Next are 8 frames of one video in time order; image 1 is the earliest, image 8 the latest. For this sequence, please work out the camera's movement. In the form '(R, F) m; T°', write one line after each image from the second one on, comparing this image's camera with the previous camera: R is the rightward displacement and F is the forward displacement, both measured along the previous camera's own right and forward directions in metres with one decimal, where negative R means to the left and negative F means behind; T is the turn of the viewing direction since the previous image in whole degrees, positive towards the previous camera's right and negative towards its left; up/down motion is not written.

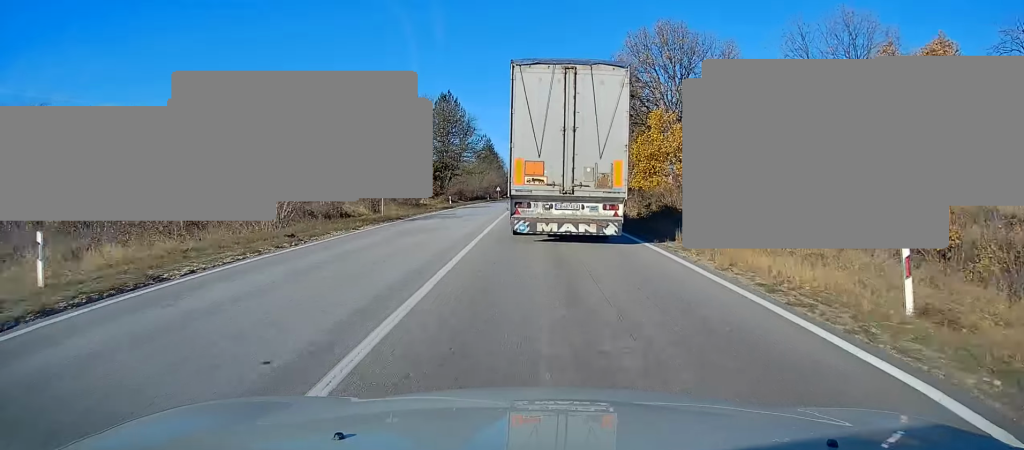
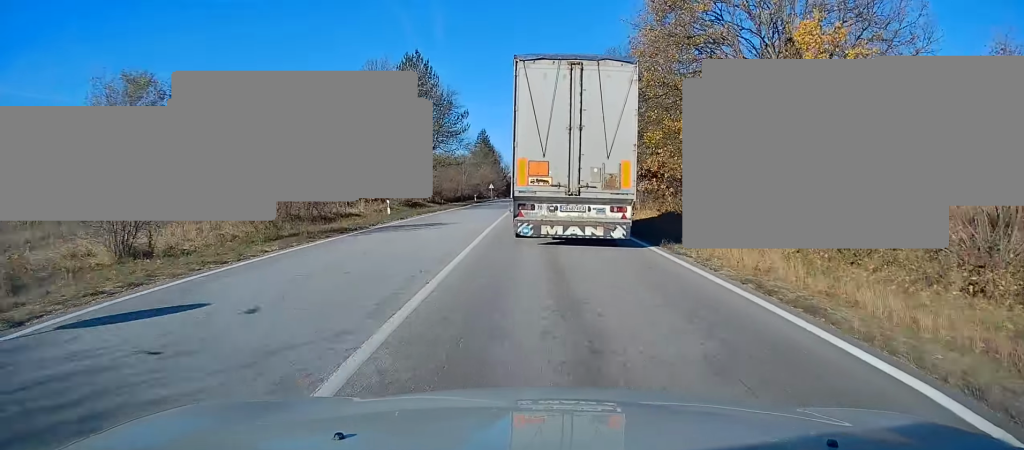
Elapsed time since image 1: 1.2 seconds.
(-0.4, +25.3) m; -1°
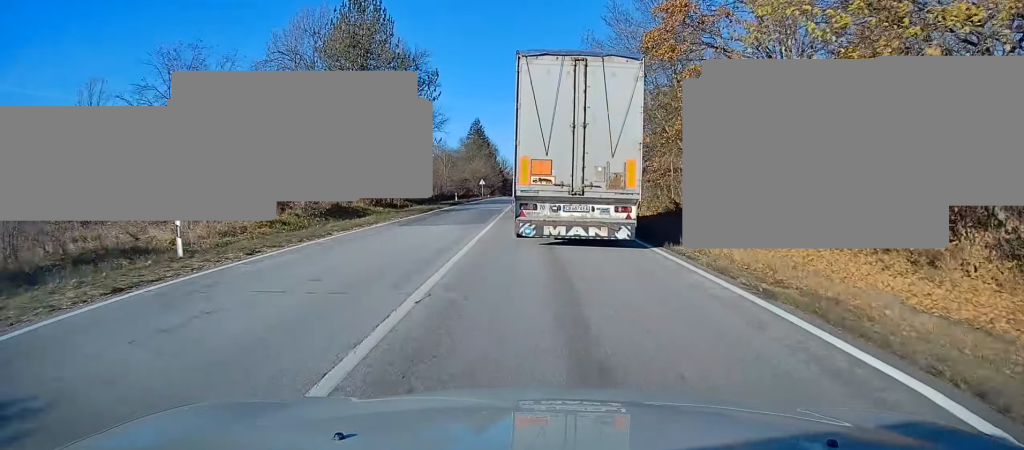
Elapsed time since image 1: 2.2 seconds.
(0.0, +20.3) m; +1°
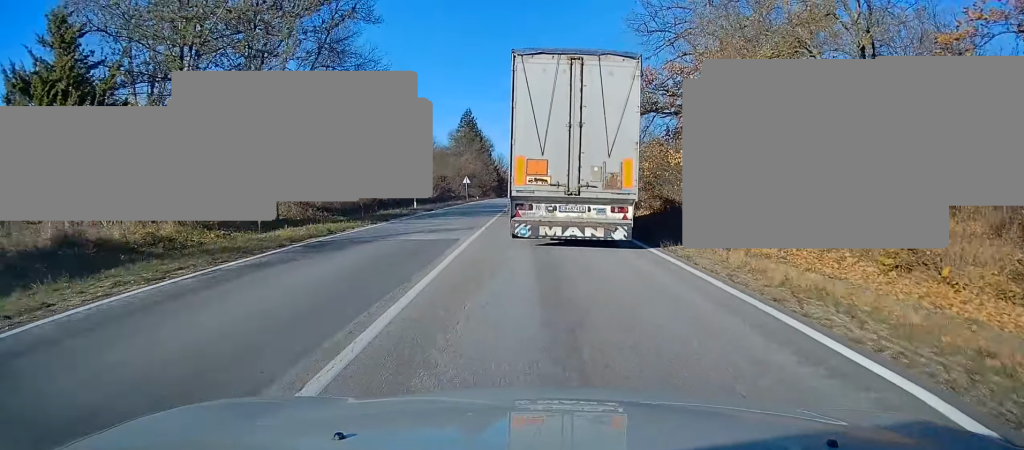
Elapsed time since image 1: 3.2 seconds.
(+0.3, +21.5) m; 0°
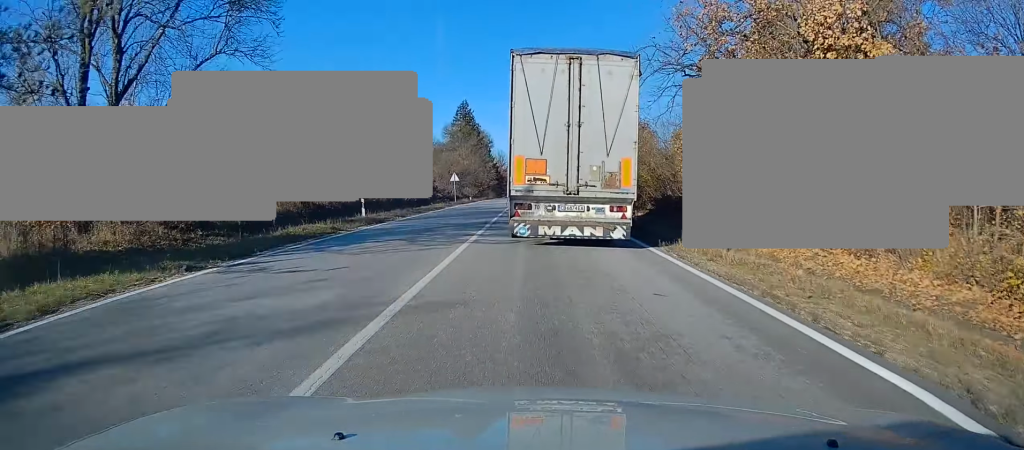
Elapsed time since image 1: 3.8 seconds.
(+0.2, +13.1) m; -1°
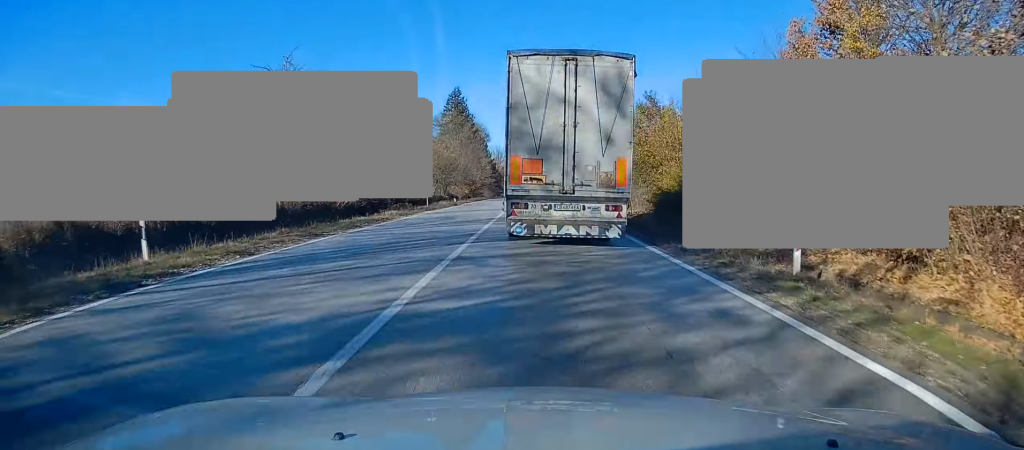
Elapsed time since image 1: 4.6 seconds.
(-0.7, +16.4) m; -1°
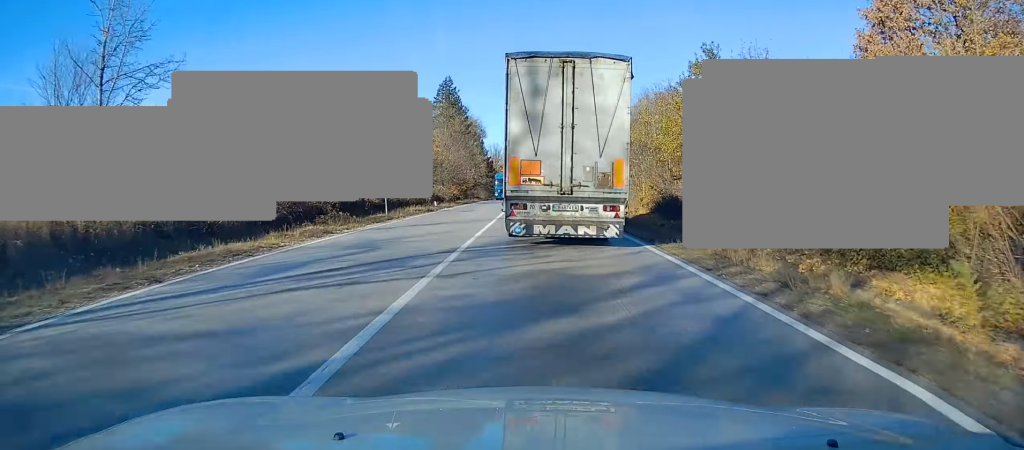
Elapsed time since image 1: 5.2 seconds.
(+0.3, +12.2) m; +1°
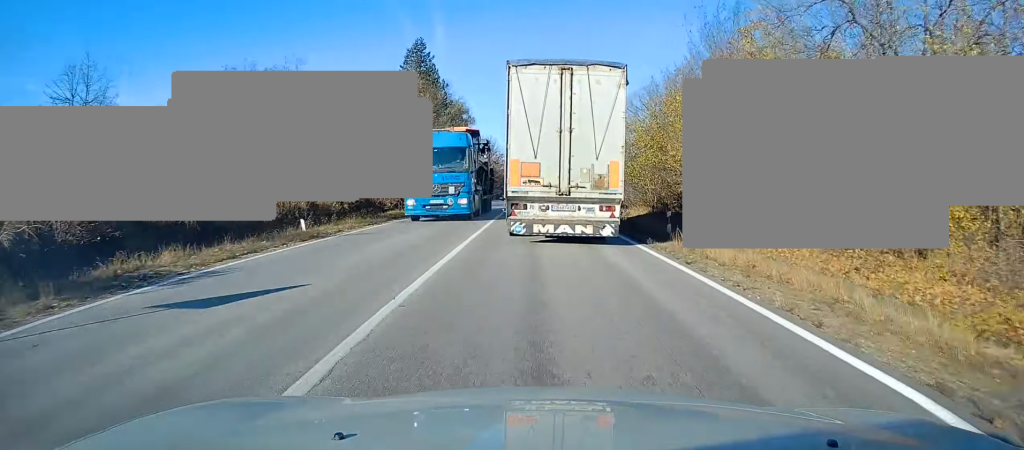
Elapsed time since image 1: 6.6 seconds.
(+0.3, +28.2) m; +2°
